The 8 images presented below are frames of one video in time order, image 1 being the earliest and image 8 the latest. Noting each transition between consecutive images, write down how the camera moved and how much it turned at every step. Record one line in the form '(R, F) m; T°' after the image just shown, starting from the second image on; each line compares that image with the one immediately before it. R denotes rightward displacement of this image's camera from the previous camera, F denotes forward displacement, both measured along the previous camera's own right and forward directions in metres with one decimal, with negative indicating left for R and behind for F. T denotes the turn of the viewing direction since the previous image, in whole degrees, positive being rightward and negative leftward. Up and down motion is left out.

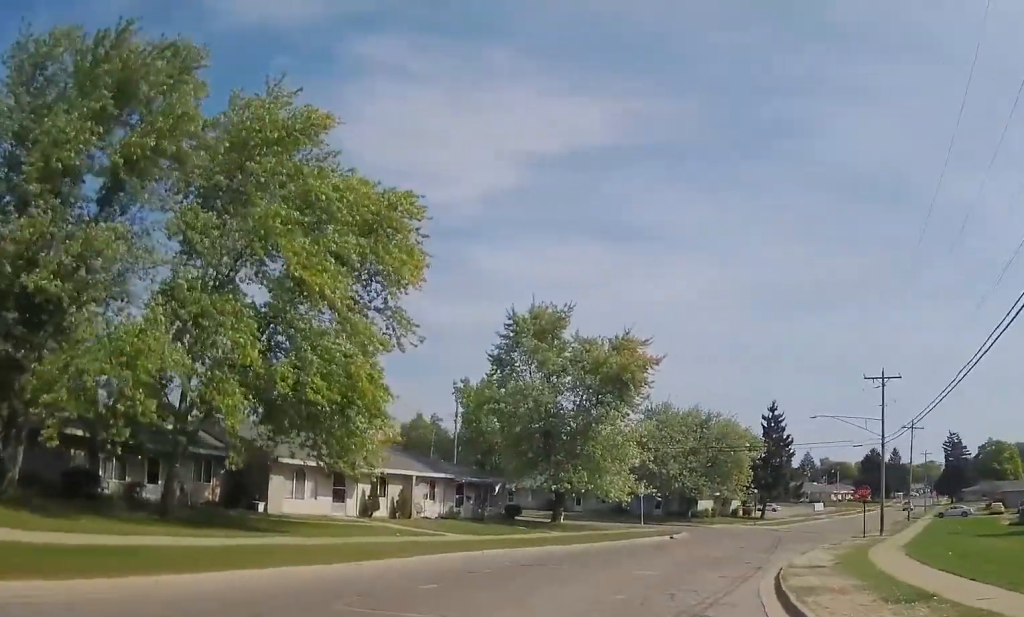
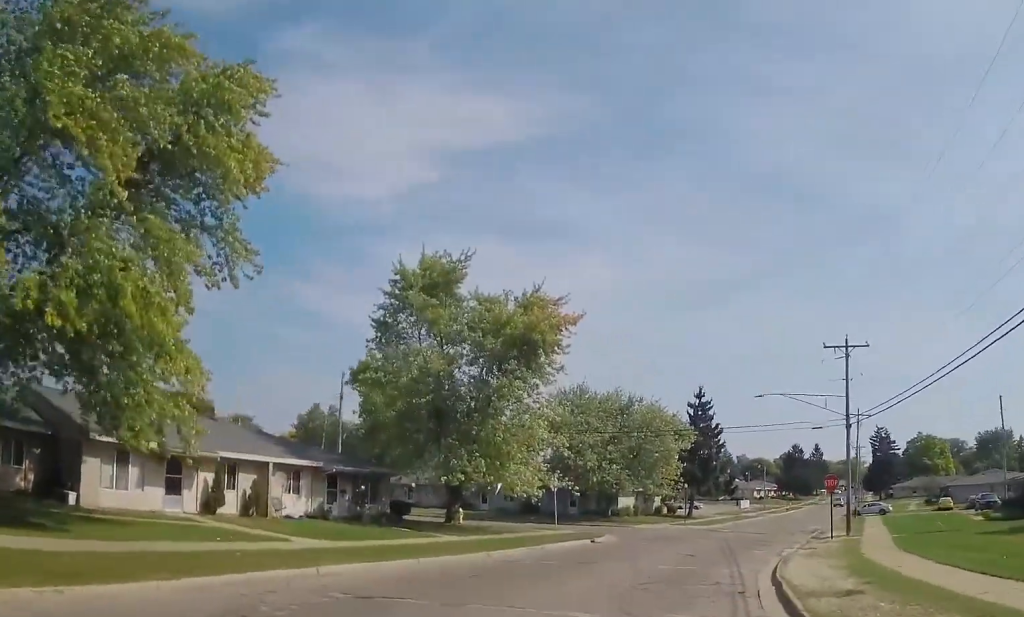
(+0.5, +8.4) m; +6°
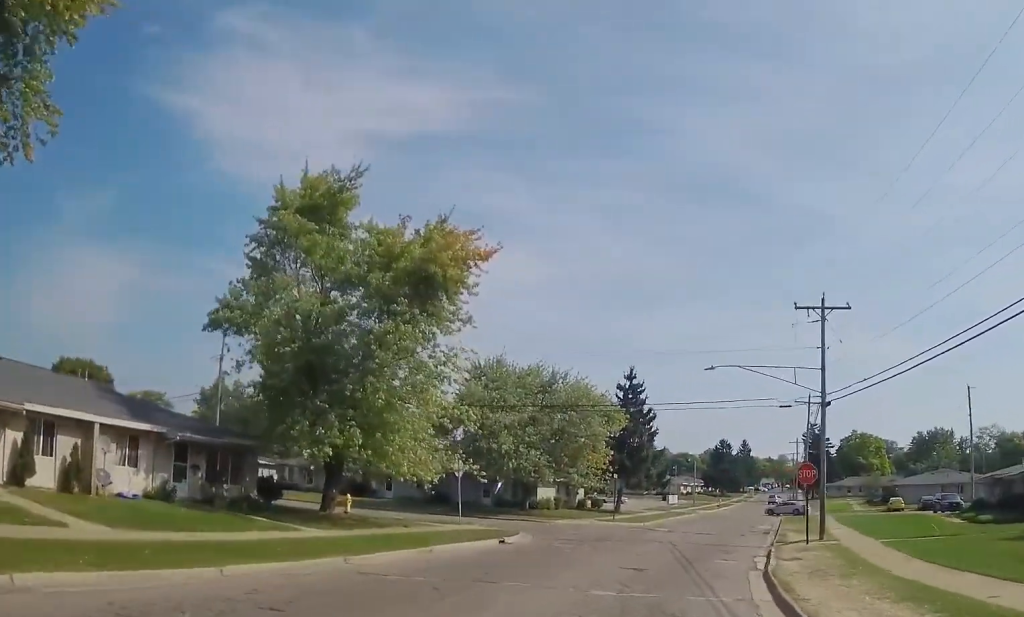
(+0.5, +7.9) m; +5°
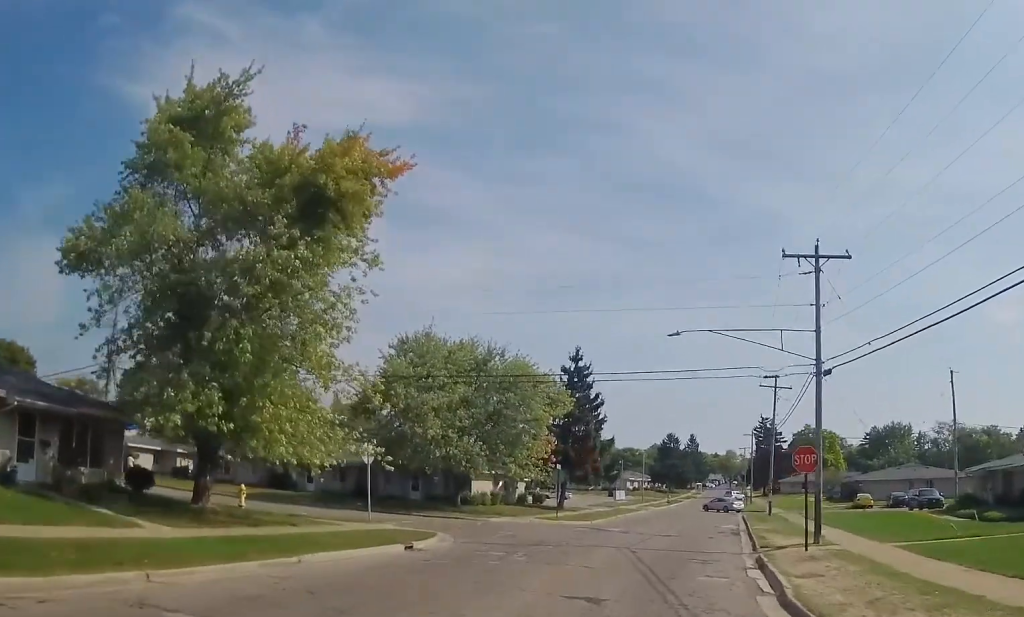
(-0.1, +6.6) m; +3°
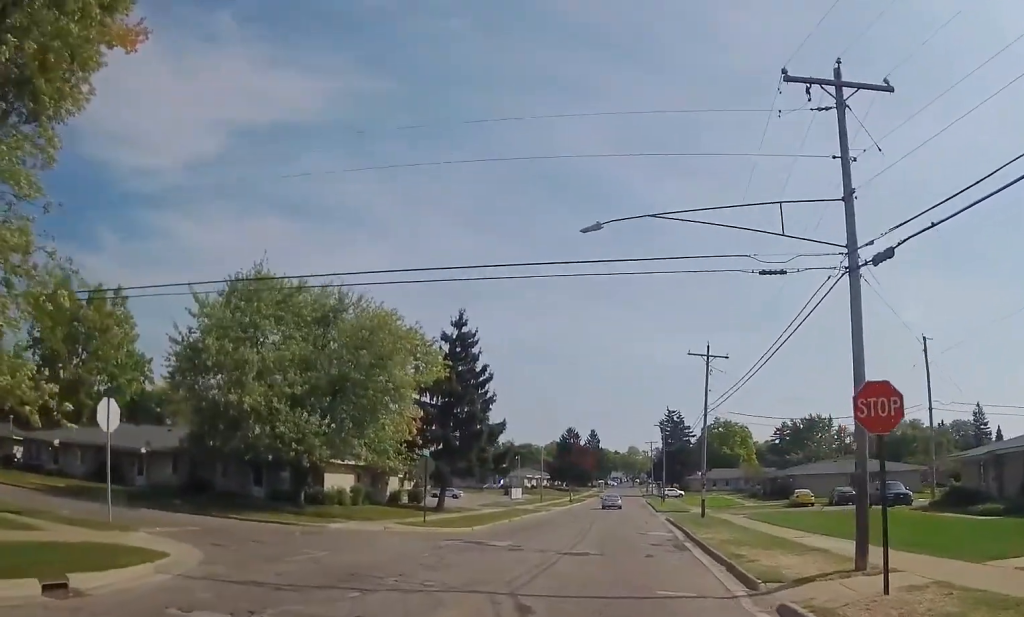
(+1.7, +11.0) m; +17°
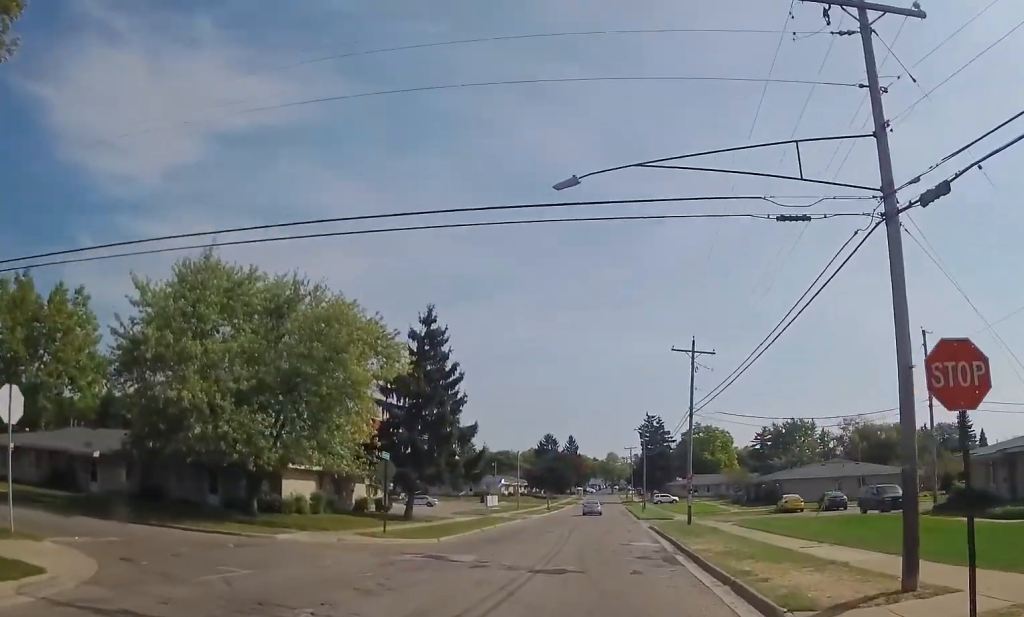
(+0.3, +3.4) m; +5°
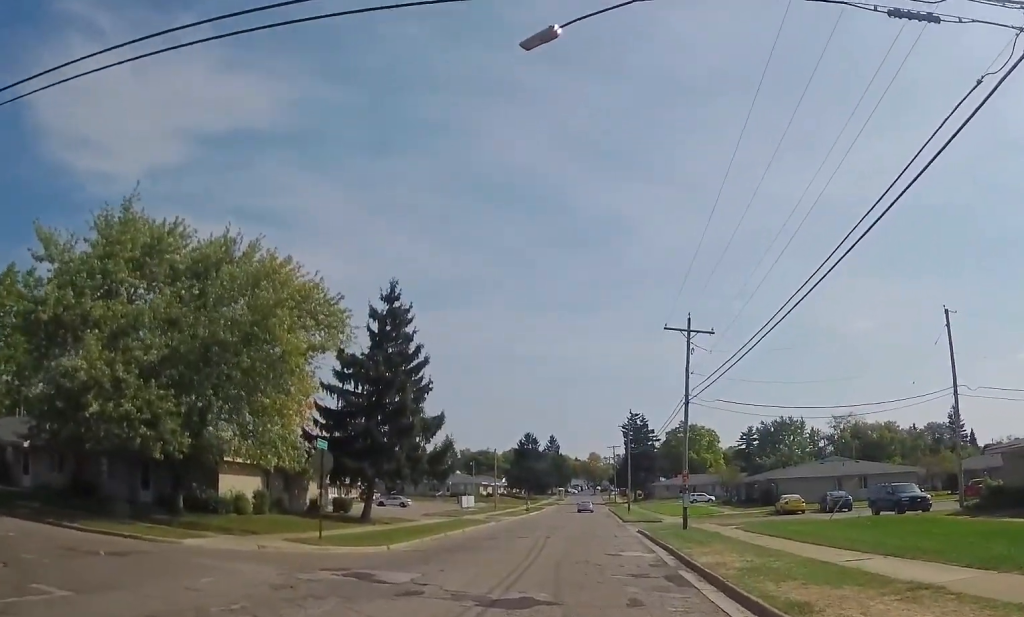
(+0.1, +7.2) m; +12°
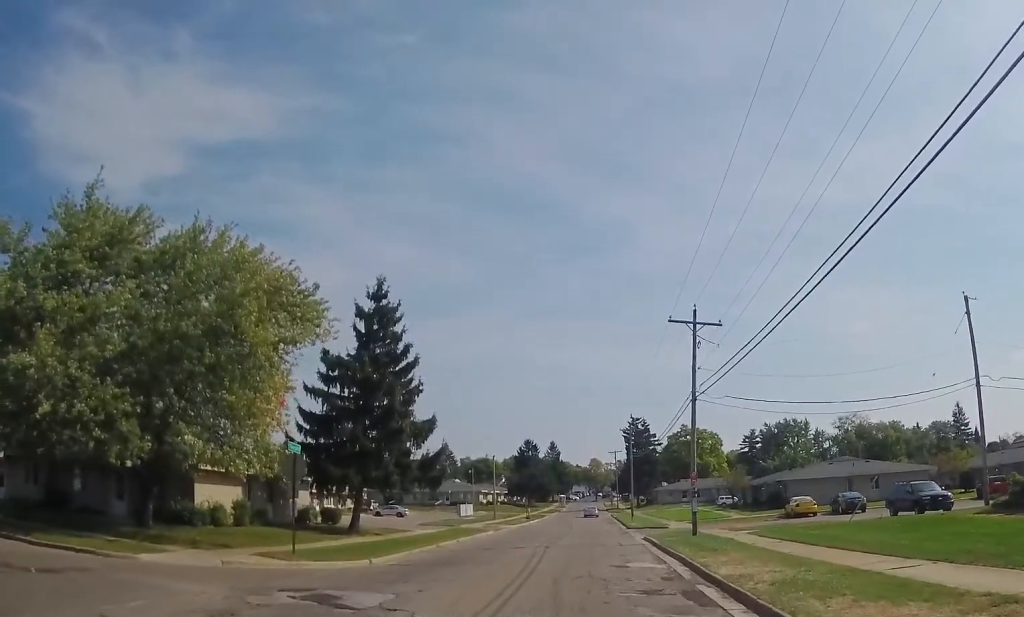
(+0.5, +2.6) m; -2°
